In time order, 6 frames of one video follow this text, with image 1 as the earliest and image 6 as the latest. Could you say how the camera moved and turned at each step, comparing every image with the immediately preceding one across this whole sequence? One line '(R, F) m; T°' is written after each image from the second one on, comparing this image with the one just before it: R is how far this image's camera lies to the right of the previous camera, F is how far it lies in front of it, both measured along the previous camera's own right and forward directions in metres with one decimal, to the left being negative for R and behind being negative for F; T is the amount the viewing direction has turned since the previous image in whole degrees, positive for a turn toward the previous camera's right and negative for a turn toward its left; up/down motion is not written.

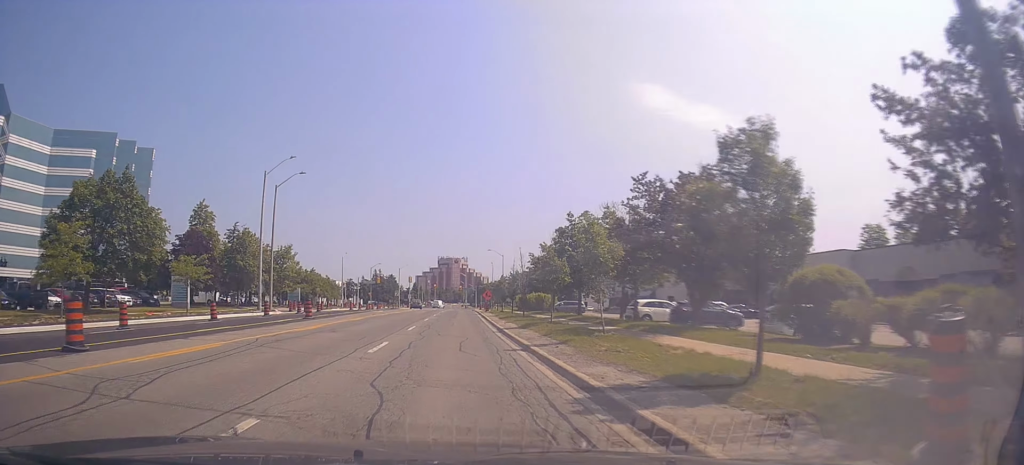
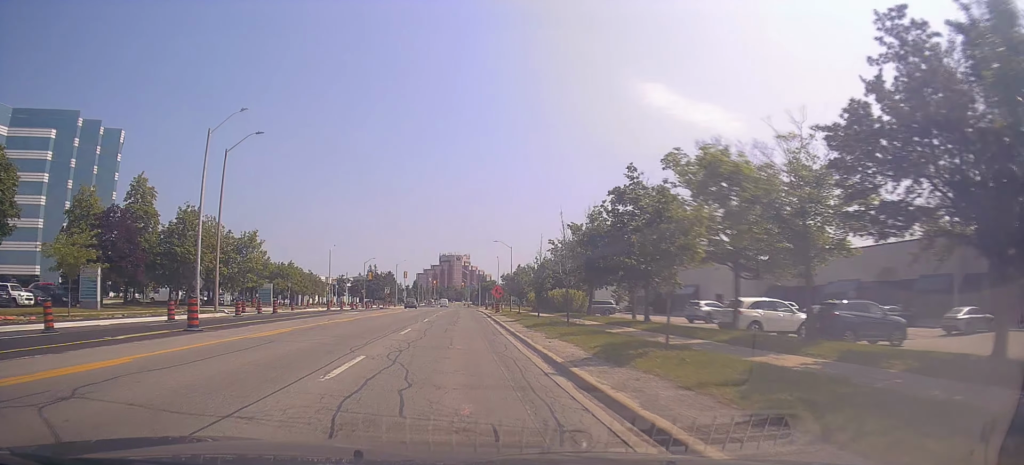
(+0.4, +13.5) m; 0°
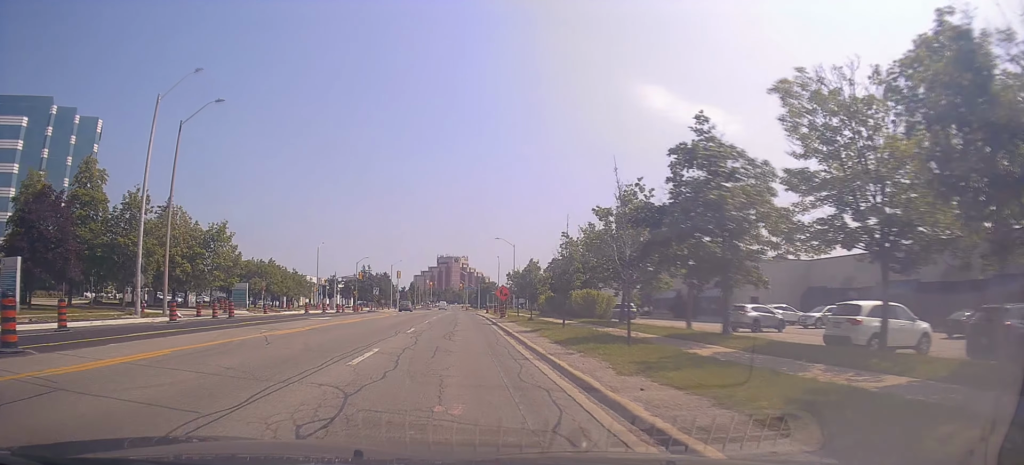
(-0.2, +7.8) m; -2°
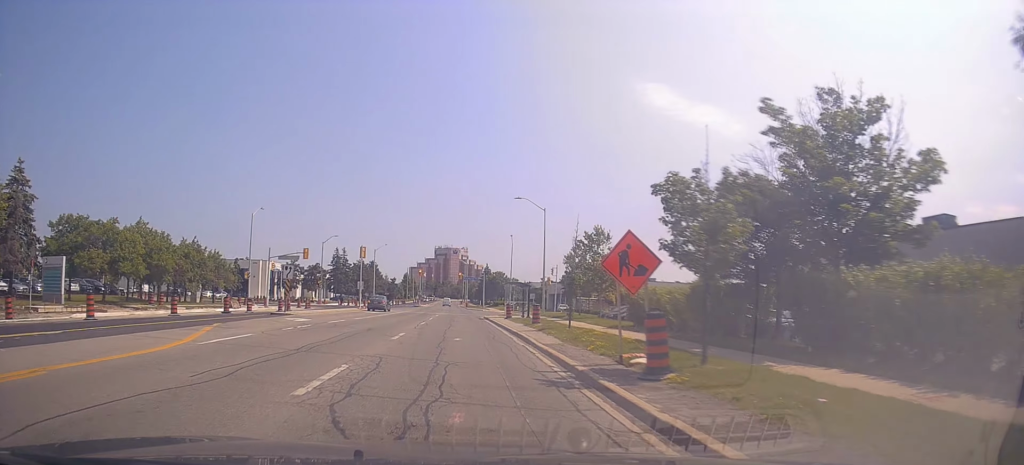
(+0.5, +29.8) m; +1°
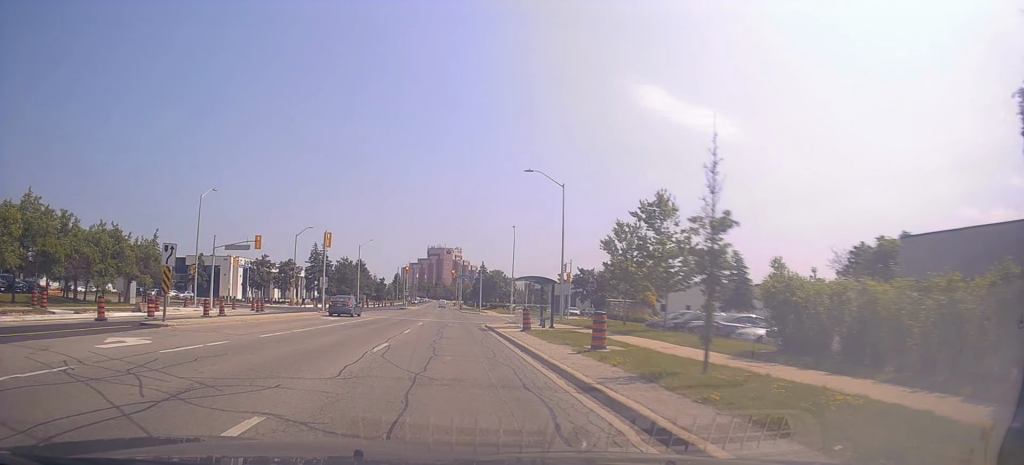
(-0.1, +10.9) m; -2°
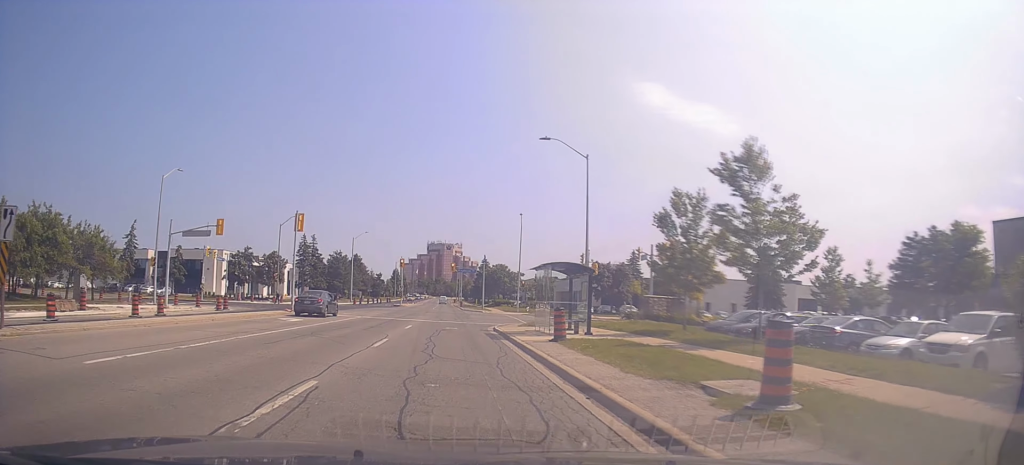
(-0.1, +7.3) m; +1°
